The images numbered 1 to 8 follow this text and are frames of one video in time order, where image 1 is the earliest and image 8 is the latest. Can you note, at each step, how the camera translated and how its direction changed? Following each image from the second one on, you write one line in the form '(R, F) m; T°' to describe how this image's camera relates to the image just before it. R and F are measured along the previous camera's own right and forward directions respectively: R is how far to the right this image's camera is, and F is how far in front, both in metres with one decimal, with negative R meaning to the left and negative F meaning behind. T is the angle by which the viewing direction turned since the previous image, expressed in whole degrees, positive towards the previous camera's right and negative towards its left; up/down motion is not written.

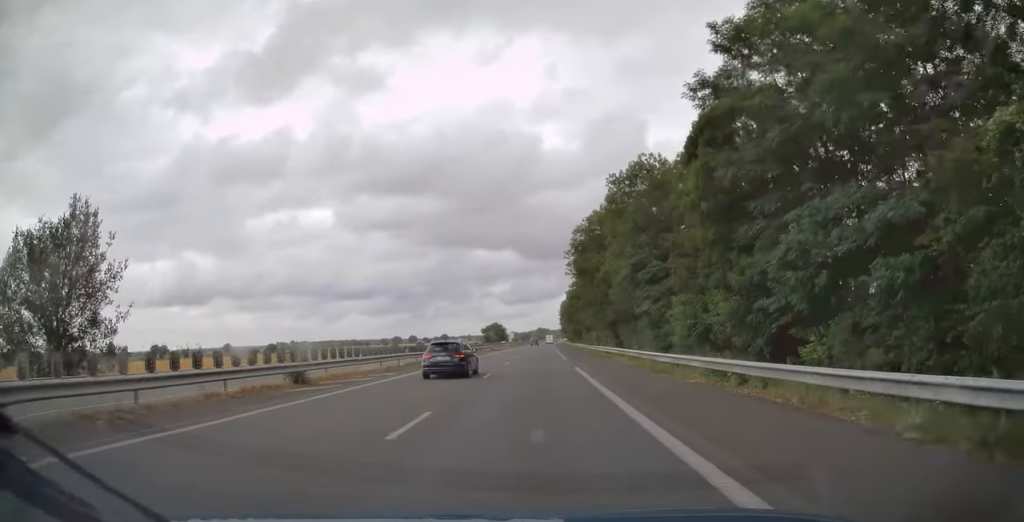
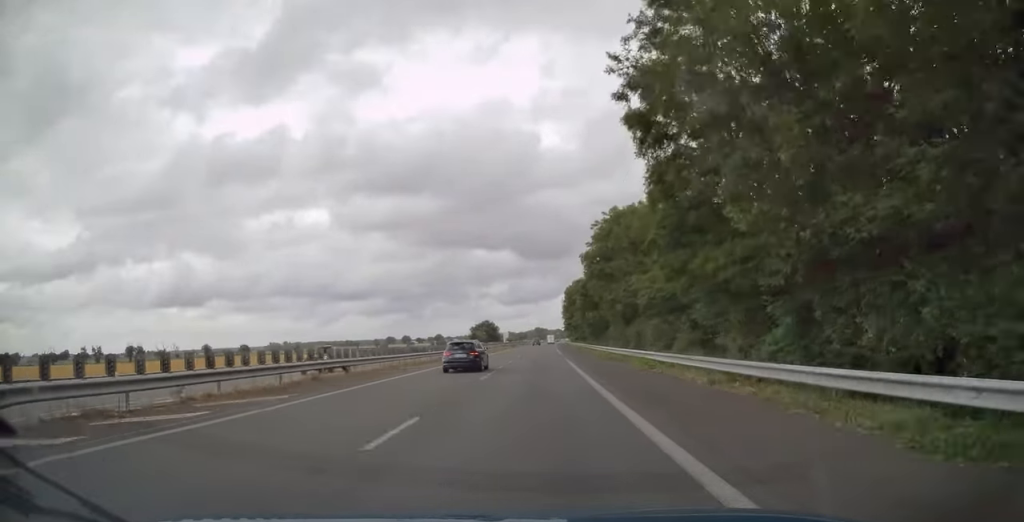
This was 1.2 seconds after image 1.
(0.0, +40.2) m; 0°
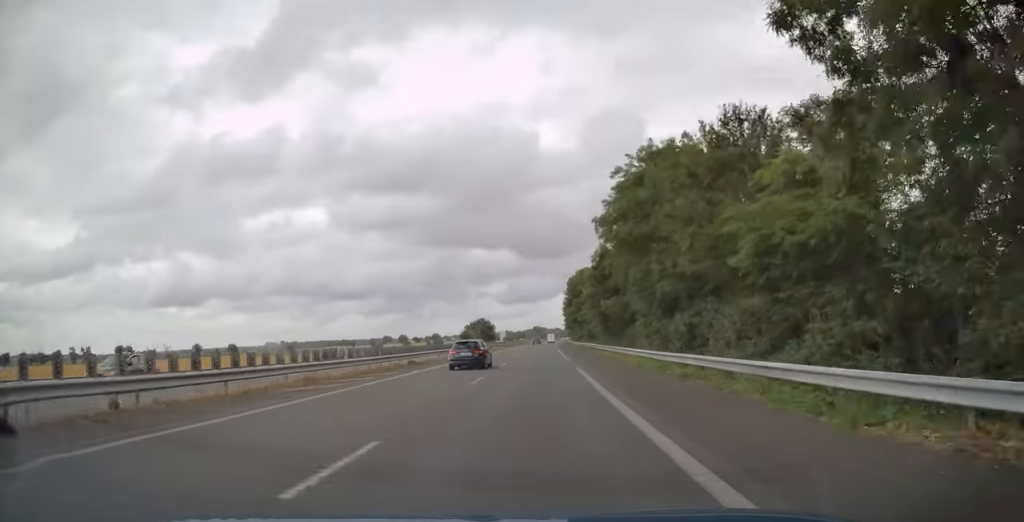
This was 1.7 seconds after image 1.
(0.0, +15.5) m; 0°
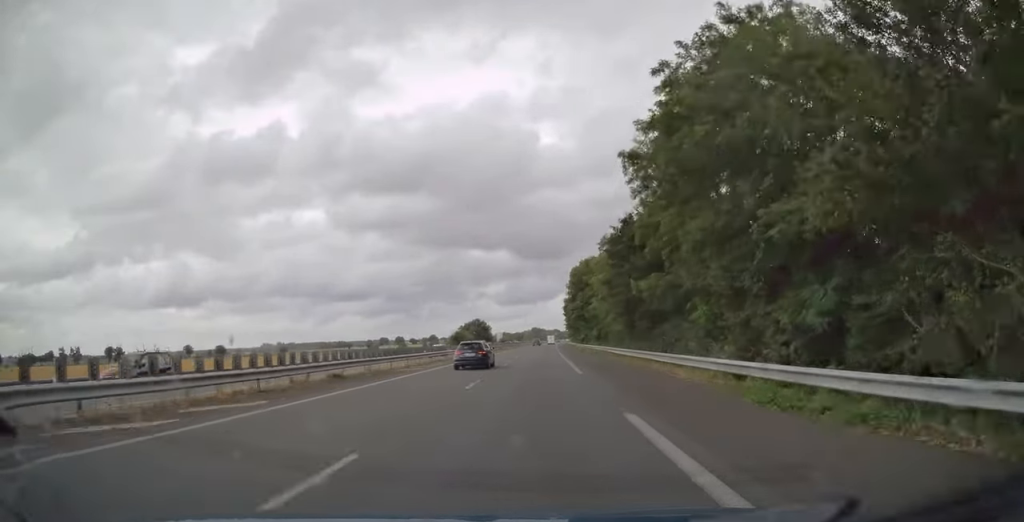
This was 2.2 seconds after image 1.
(0.0, +14.0) m; 0°
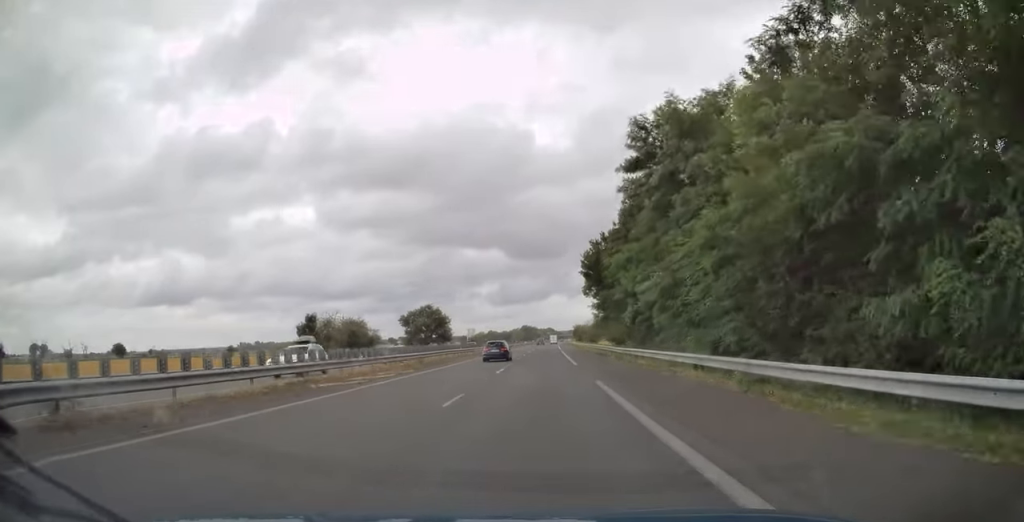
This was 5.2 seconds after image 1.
(+0.7, +96.4) m; +1°
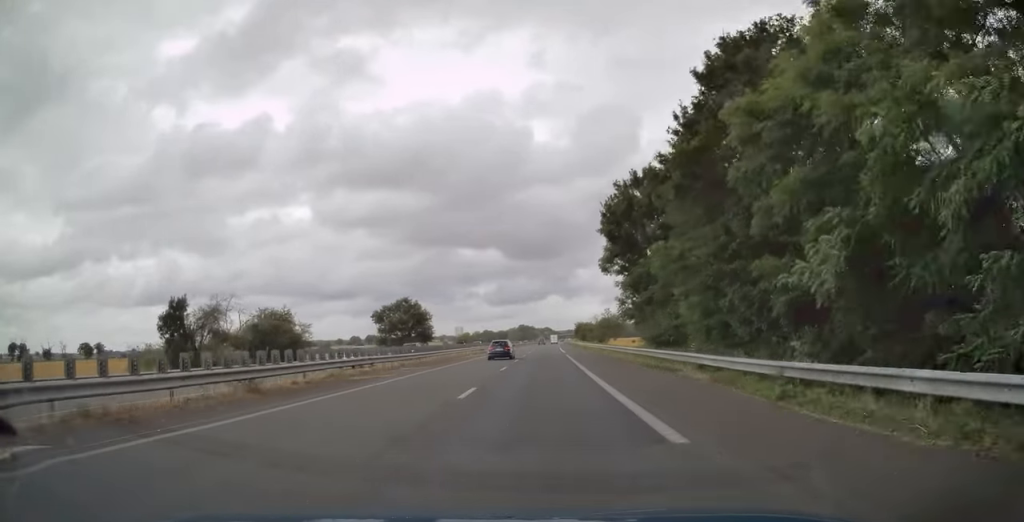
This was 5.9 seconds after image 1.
(+0.2, +24.1) m; +1°
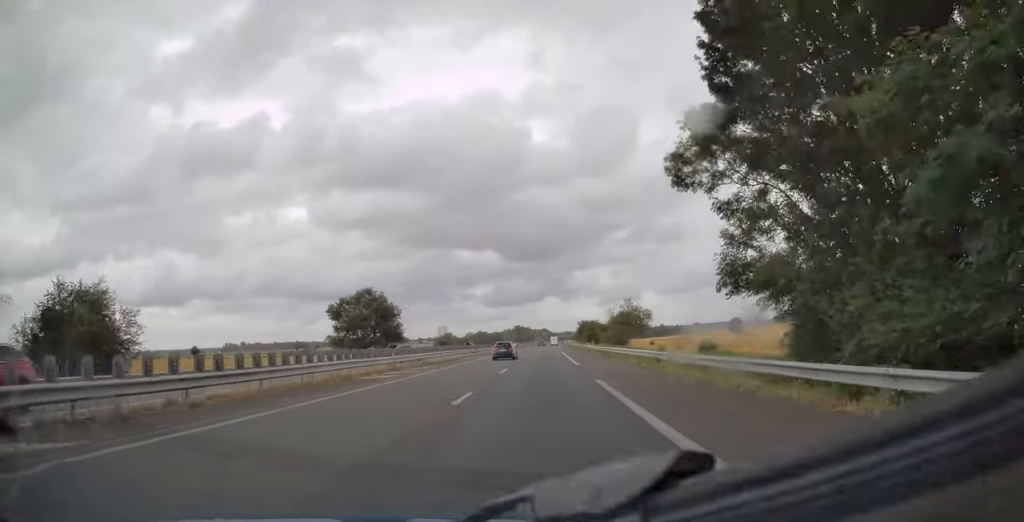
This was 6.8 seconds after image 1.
(+0.1, +27.3) m; 0°
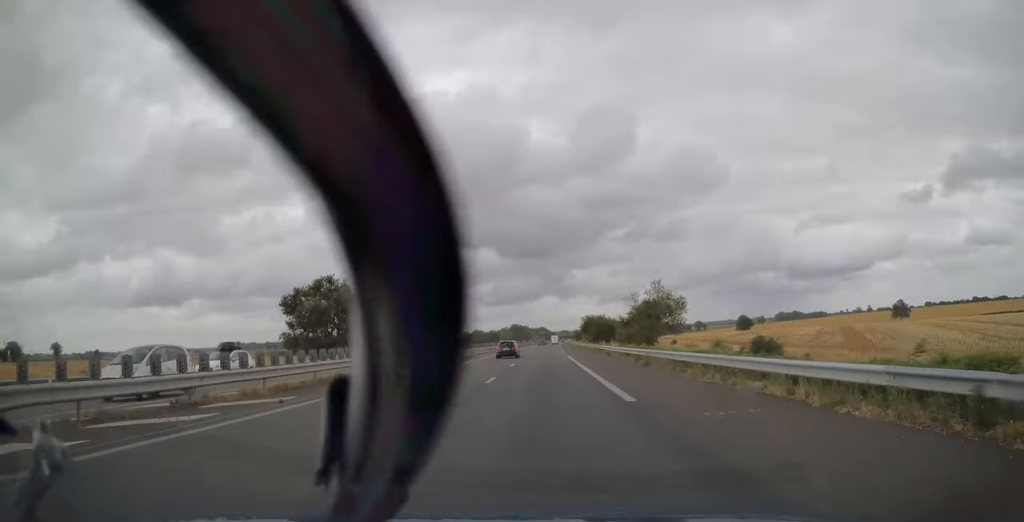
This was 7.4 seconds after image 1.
(0.0, +19.8) m; 0°
